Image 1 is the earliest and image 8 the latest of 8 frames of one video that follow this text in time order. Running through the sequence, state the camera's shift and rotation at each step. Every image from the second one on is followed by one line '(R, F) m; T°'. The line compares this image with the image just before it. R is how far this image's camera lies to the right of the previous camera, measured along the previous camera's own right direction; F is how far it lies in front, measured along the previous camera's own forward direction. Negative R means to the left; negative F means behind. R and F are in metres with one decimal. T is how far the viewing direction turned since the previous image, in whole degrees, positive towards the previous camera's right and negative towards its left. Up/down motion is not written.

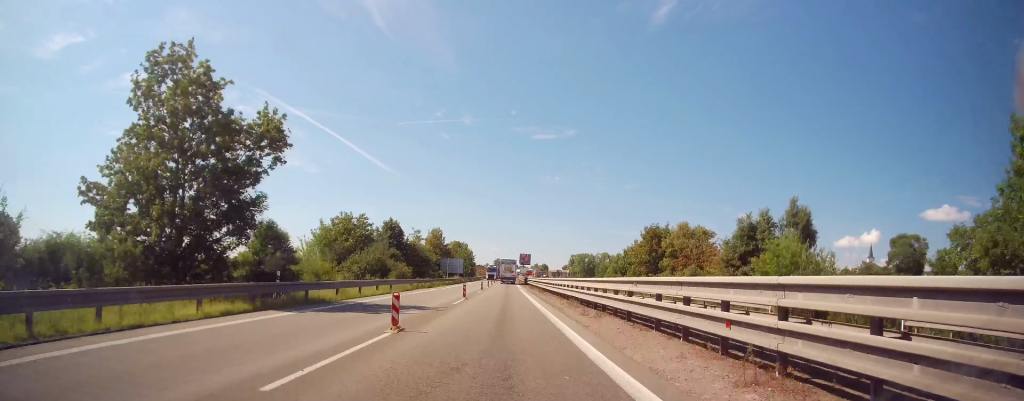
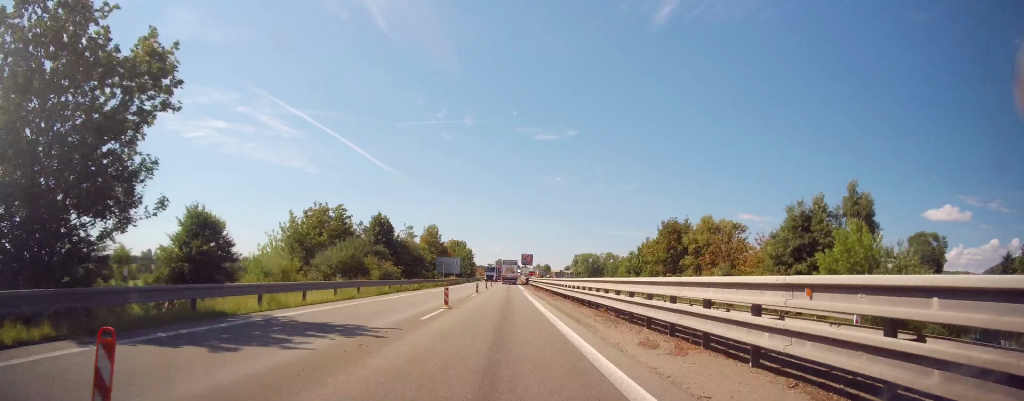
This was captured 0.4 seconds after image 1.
(-0.1, +8.3) m; 0°
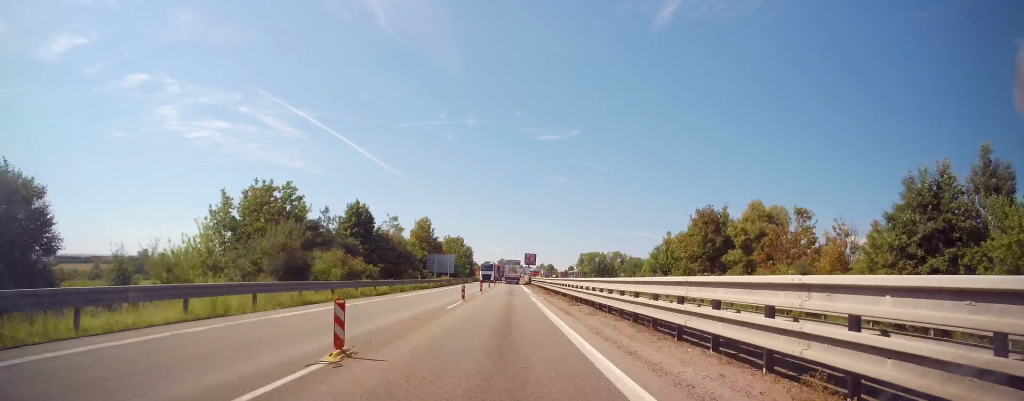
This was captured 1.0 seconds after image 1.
(-0.1, +12.4) m; -1°
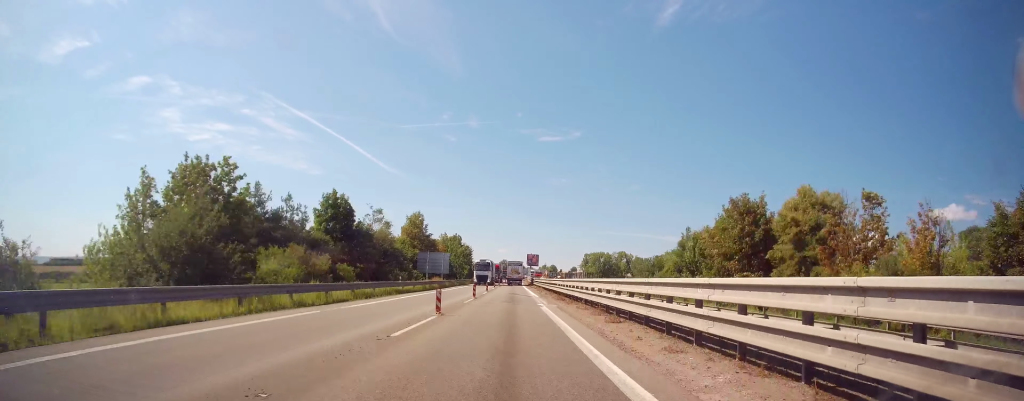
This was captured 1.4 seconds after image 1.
(0.0, +9.1) m; 0°
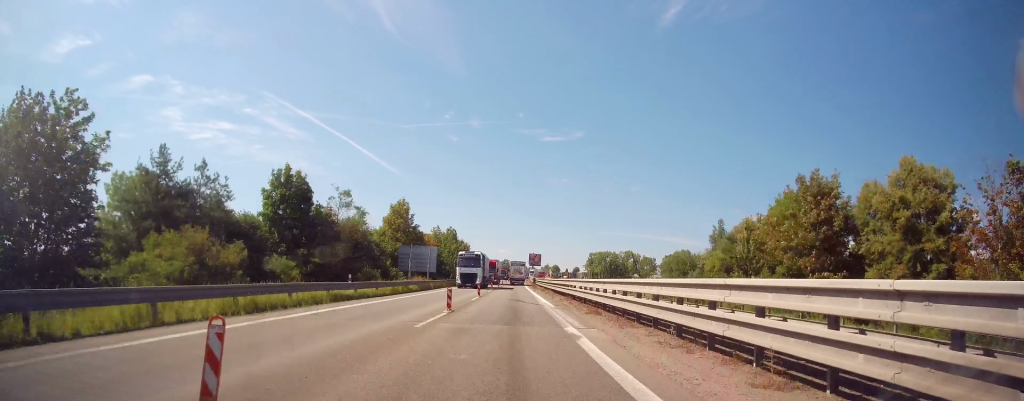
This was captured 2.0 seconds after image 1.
(0.0, +12.4) m; 0°
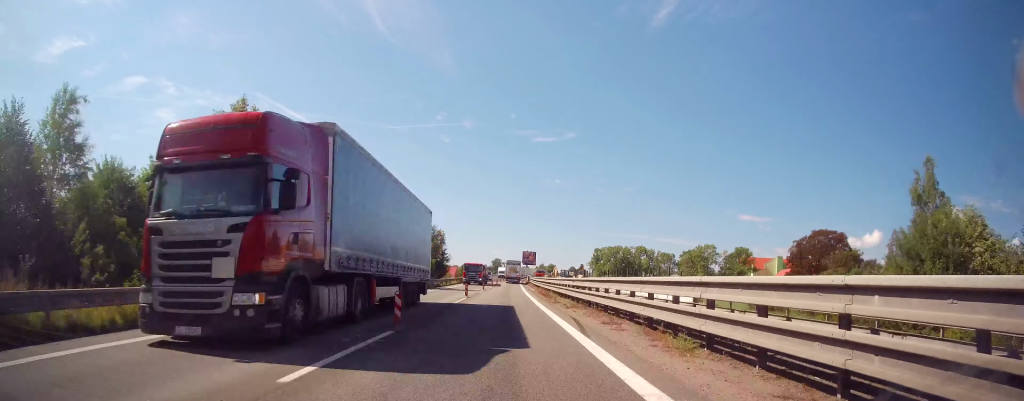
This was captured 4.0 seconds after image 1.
(+0.4, +39.6) m; +1°
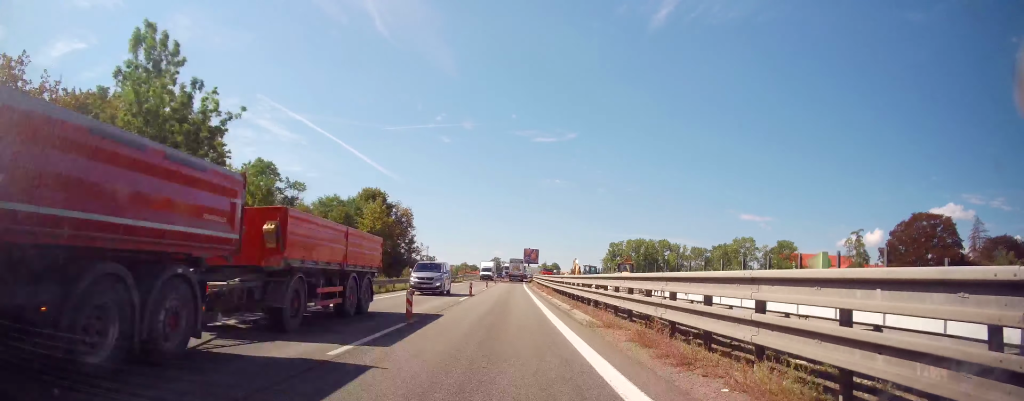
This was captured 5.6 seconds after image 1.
(0.0, +33.7) m; +1°
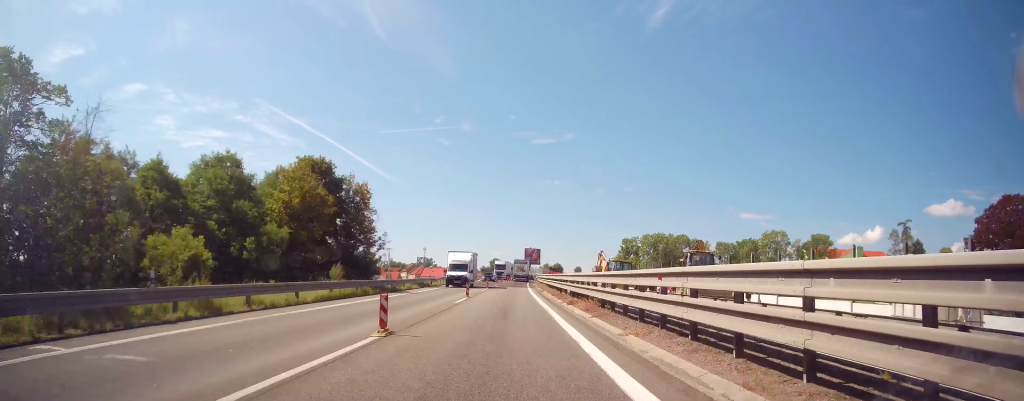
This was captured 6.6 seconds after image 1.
(+0.1, +21.3) m; 0°
